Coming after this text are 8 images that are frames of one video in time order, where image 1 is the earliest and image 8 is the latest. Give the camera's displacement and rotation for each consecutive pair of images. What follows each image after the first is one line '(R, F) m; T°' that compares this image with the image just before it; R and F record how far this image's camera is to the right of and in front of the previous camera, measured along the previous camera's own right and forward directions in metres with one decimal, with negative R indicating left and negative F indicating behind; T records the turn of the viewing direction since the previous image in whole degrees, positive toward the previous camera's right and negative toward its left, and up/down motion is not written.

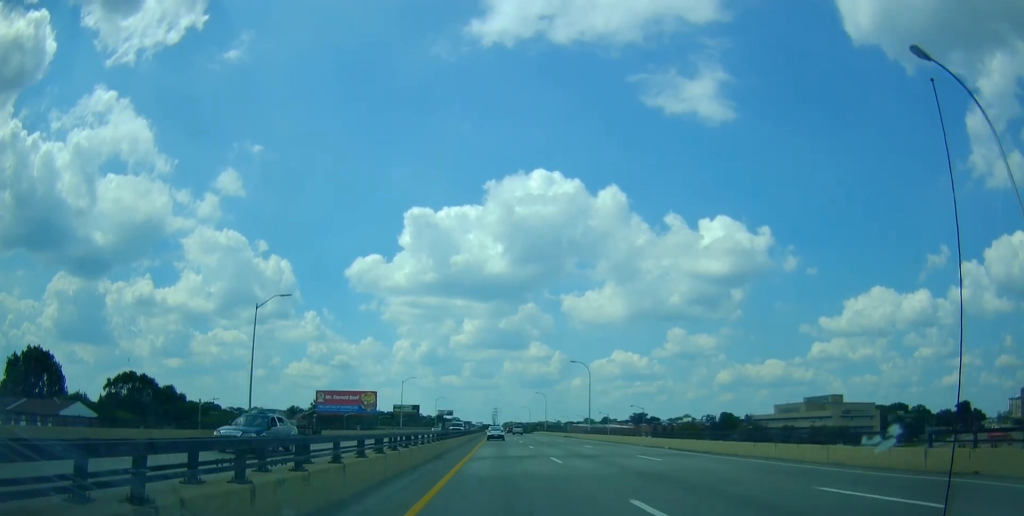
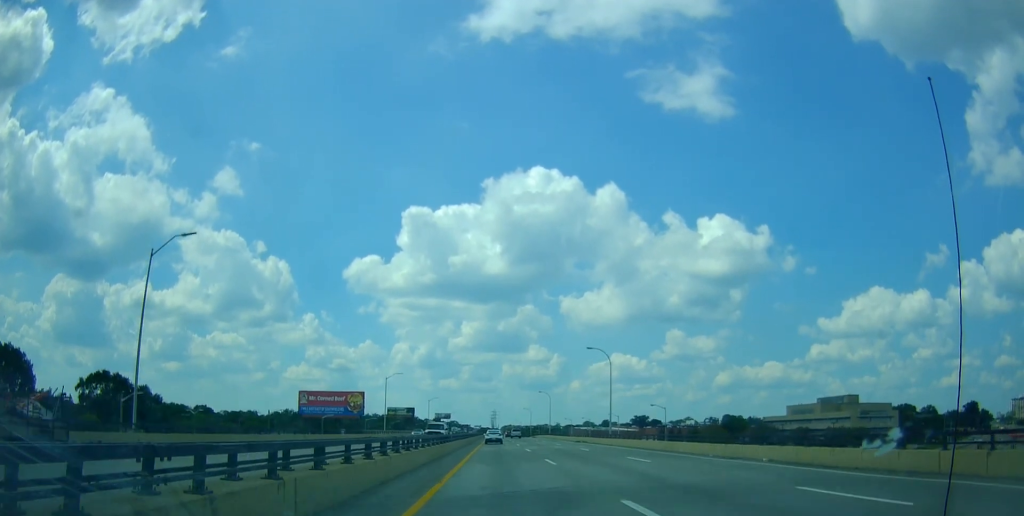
(-0.2, +14.6) m; -1°
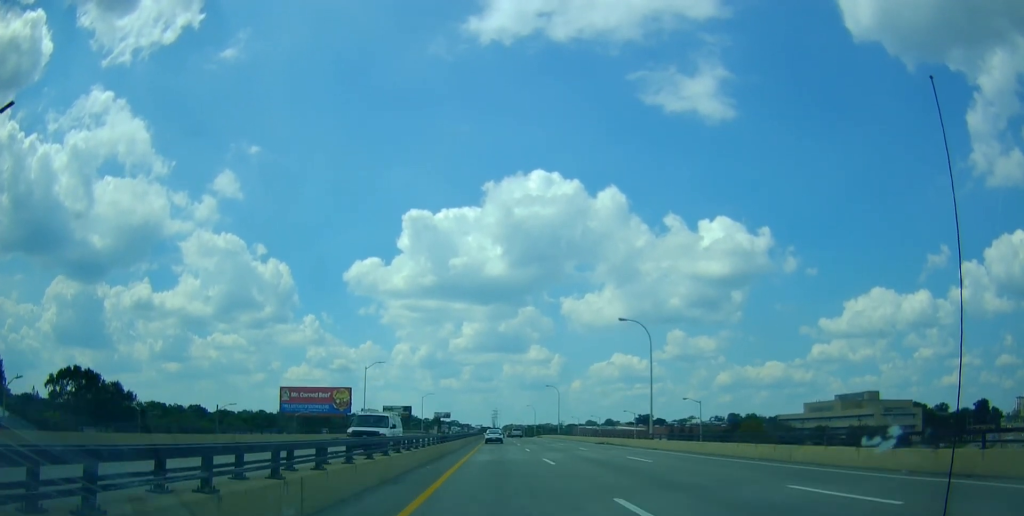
(0.0, +15.5) m; 0°
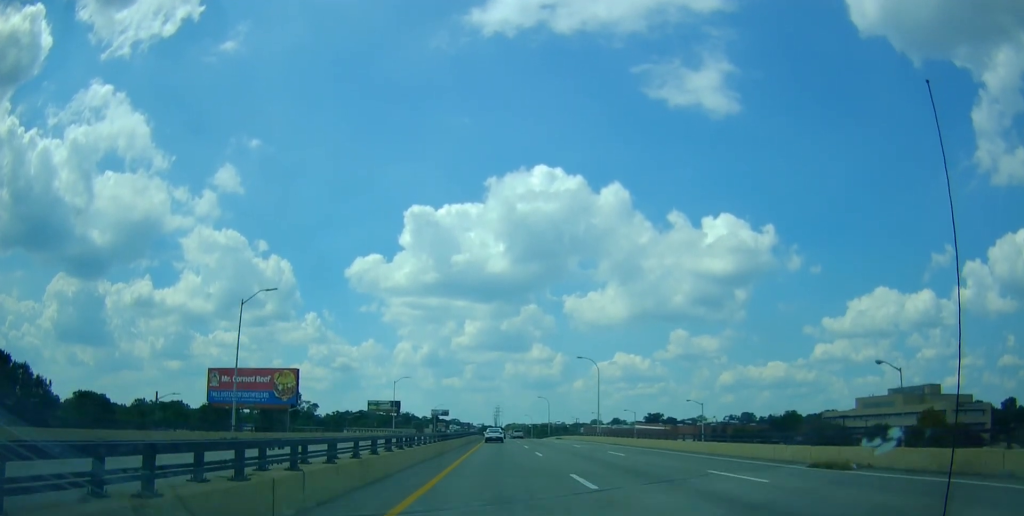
(0.0, +40.2) m; 0°
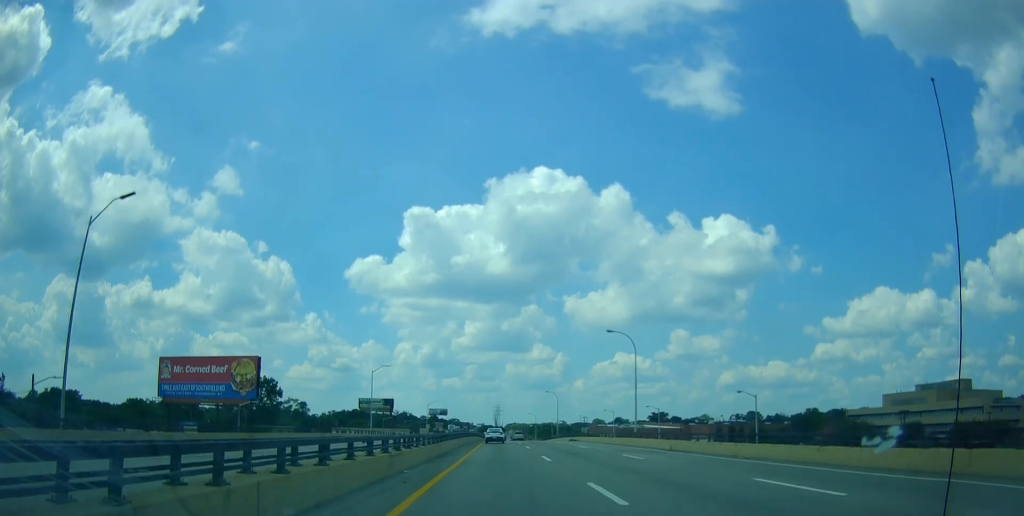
(0.0, +17.9) m; 0°
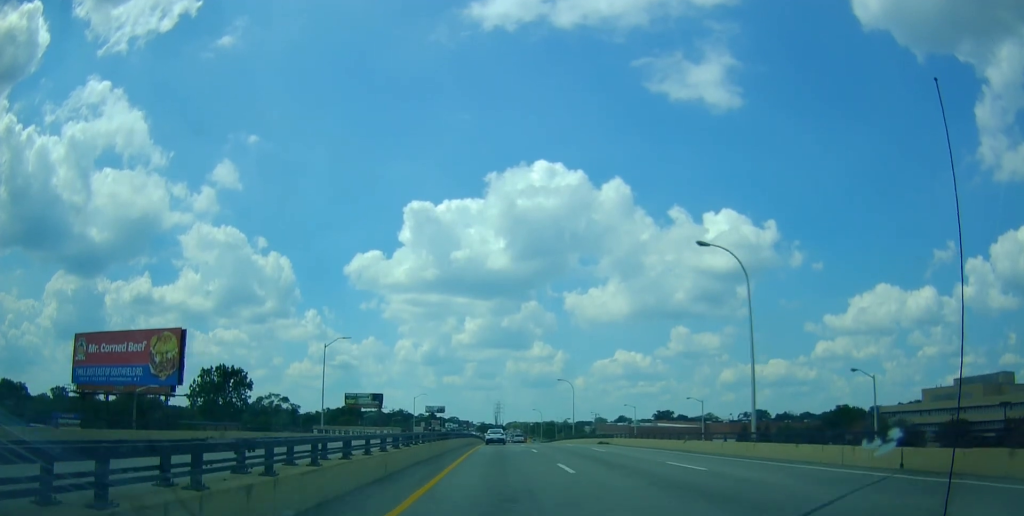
(0.0, +23.0) m; +1°
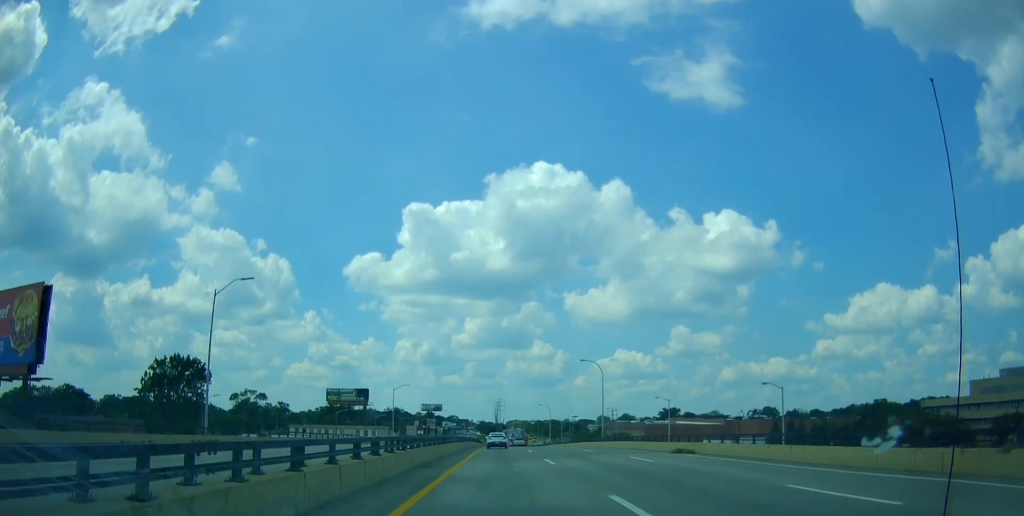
(+0.3, +24.7) m; +1°
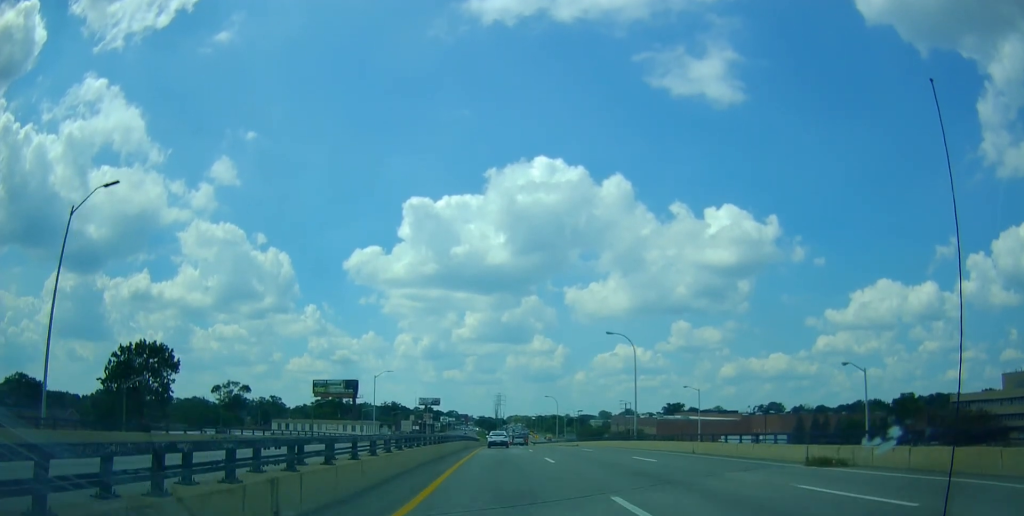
(+0.1, +15.3) m; 0°
